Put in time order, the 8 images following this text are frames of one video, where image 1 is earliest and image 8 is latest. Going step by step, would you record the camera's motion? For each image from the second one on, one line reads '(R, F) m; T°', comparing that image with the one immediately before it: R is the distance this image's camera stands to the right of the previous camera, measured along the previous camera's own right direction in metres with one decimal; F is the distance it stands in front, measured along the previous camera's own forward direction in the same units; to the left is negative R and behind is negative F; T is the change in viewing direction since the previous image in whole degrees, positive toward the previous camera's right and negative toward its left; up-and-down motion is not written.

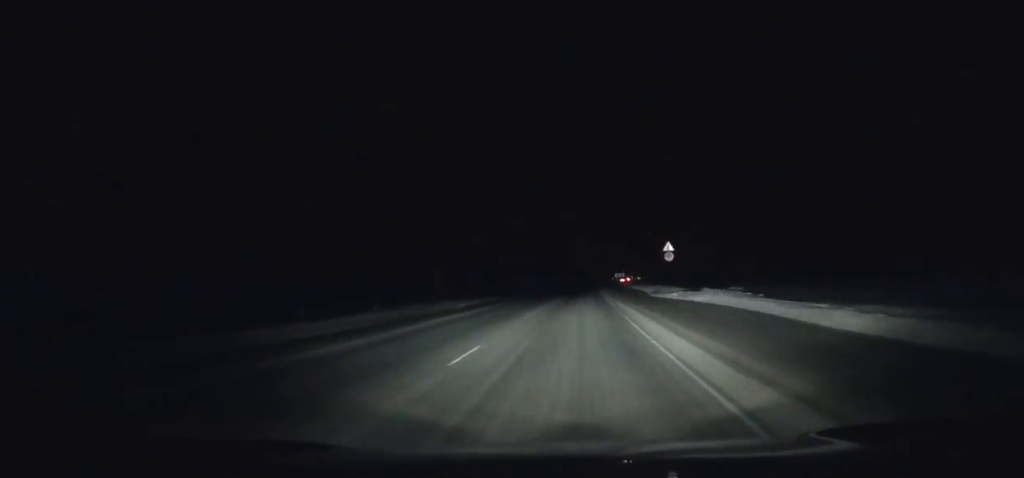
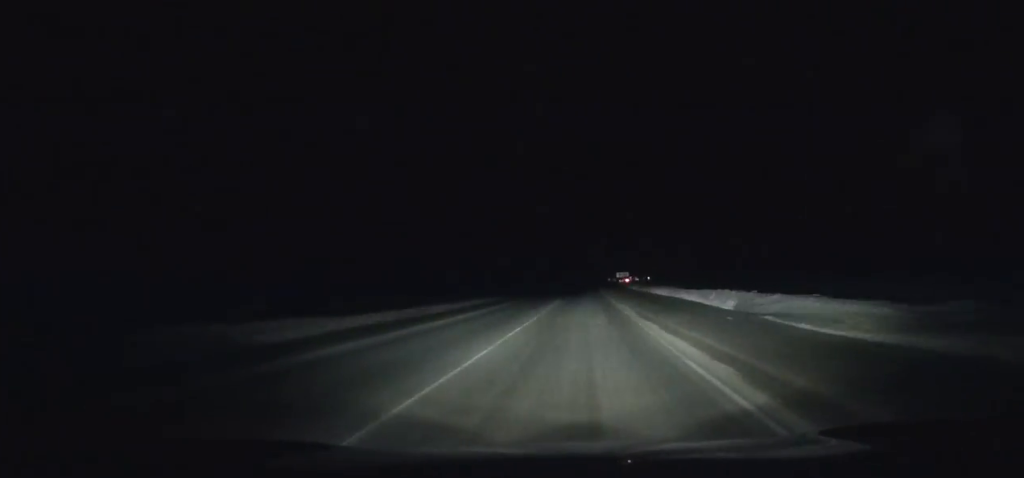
(+0.2, +34.9) m; 0°
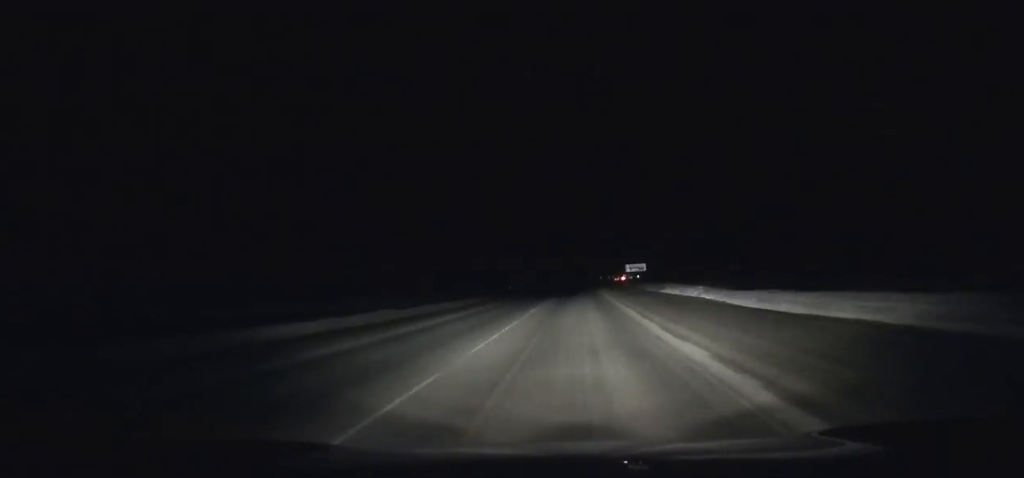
(+0.3, +63.6) m; +1°
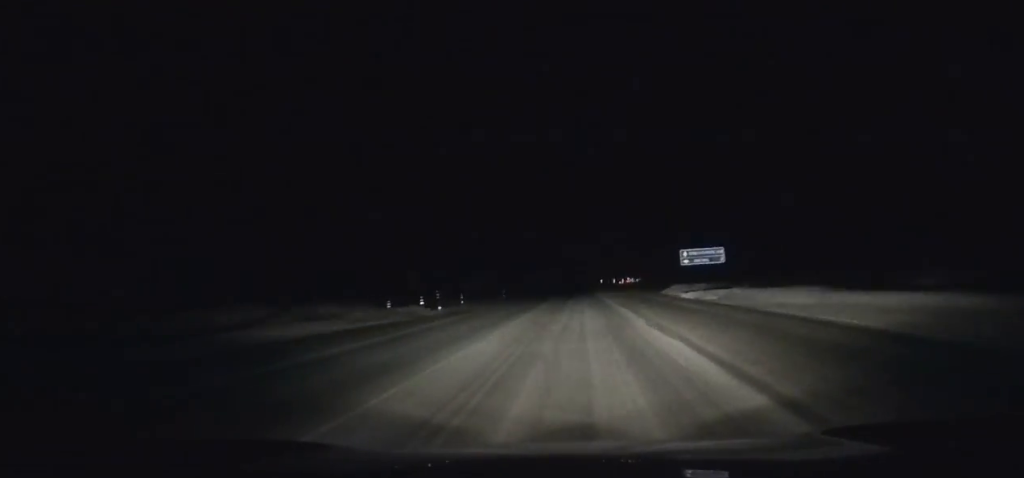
(+0.4, +52.9) m; +1°
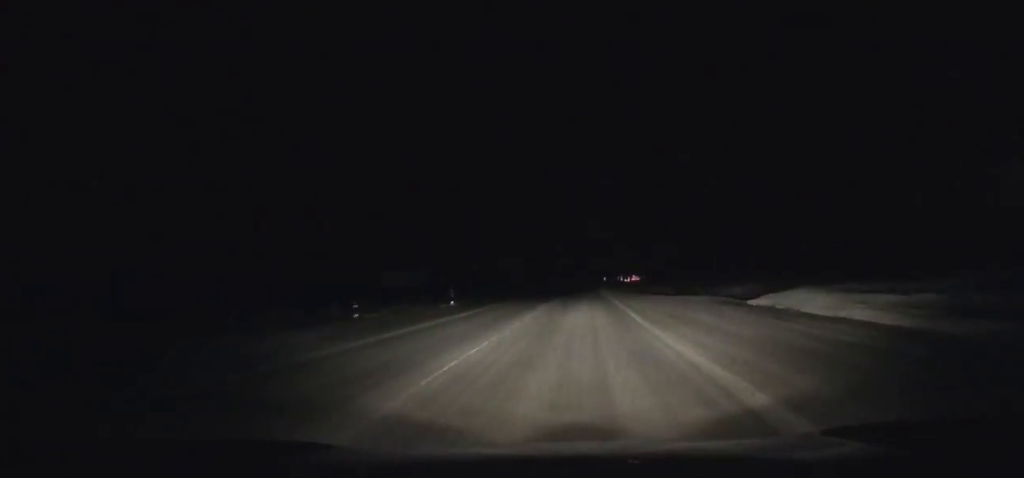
(0.0, +33.9) m; +1°
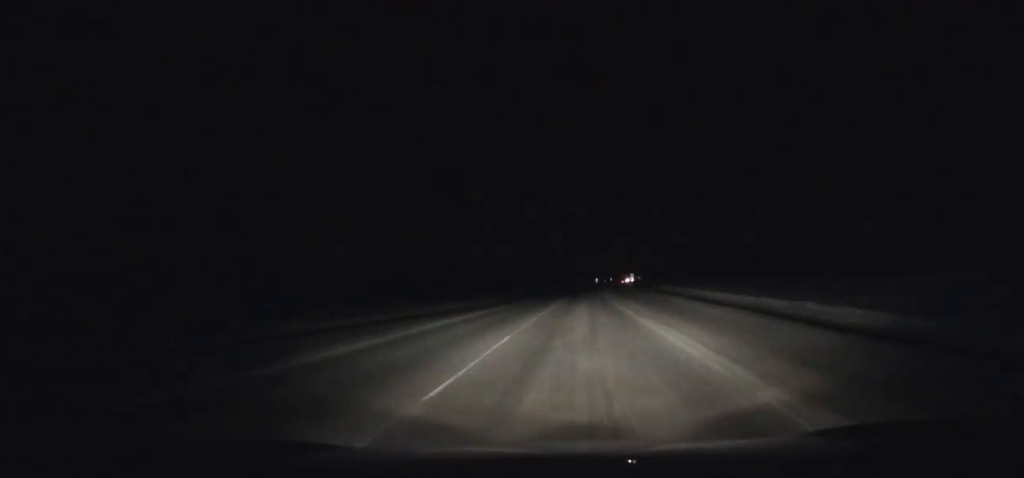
(+0.7, +77.5) m; +2°
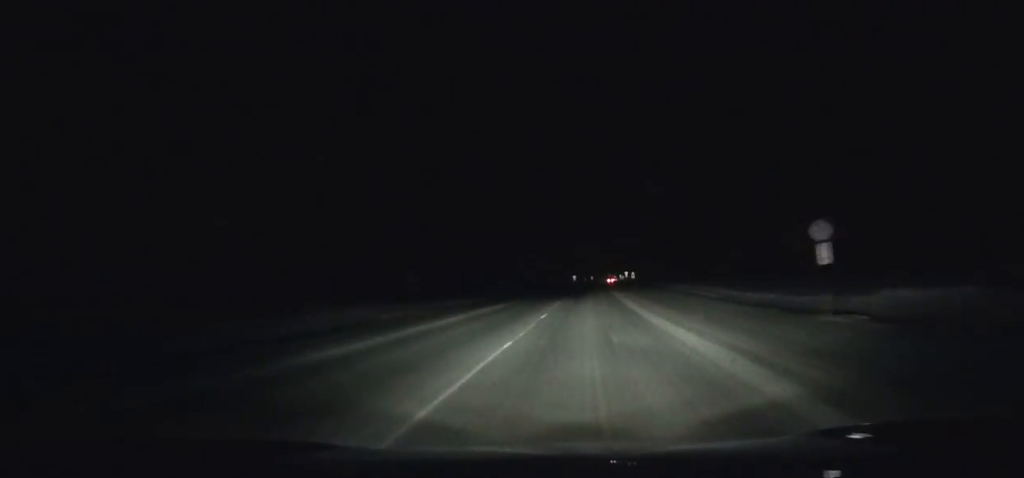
(+2.8, +98.7) m; +3°
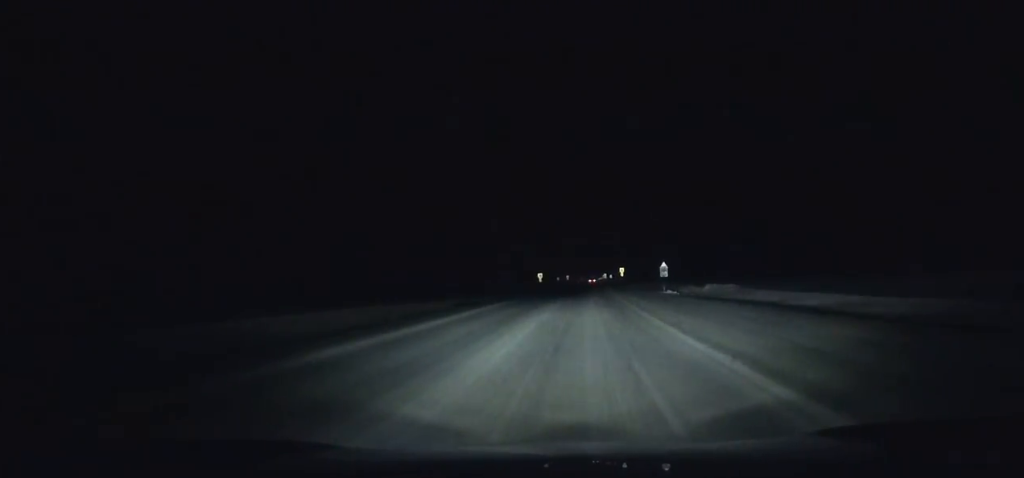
(+1.5, +82.0) m; +2°
